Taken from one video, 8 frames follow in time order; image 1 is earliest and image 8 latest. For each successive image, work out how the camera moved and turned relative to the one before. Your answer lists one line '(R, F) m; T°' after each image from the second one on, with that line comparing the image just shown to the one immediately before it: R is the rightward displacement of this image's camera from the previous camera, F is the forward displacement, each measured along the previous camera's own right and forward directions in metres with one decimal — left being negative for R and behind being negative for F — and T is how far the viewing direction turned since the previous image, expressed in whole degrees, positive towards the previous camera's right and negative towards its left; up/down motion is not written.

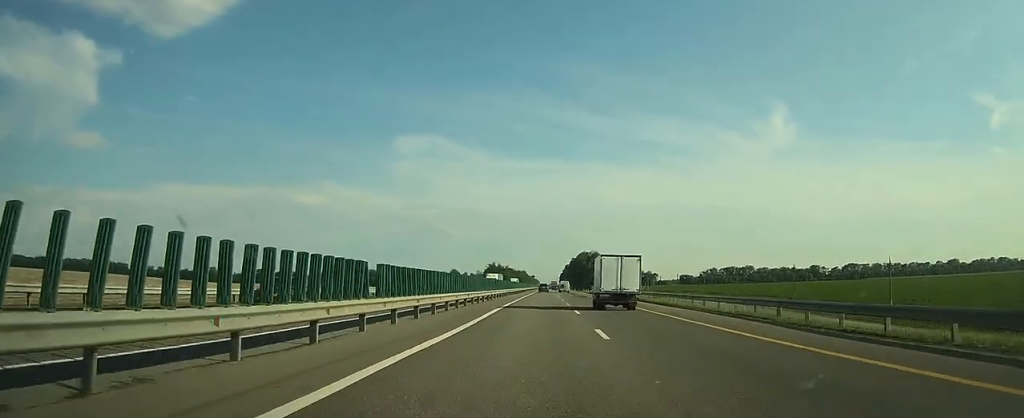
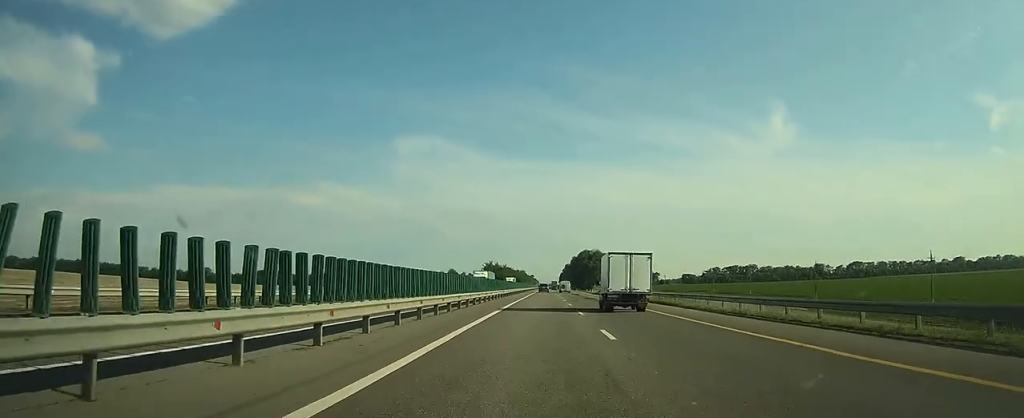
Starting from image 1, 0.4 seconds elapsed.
(0.0, +12.0) m; 0°
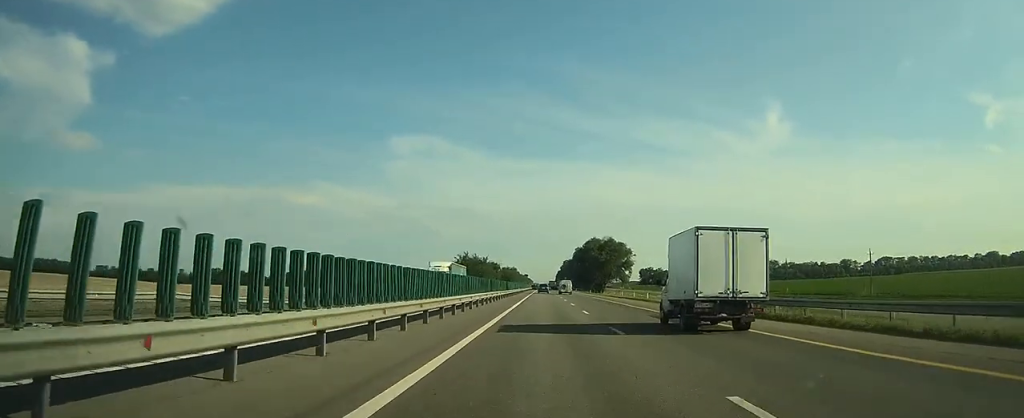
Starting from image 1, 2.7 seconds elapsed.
(+0.7, +69.6) m; +1°
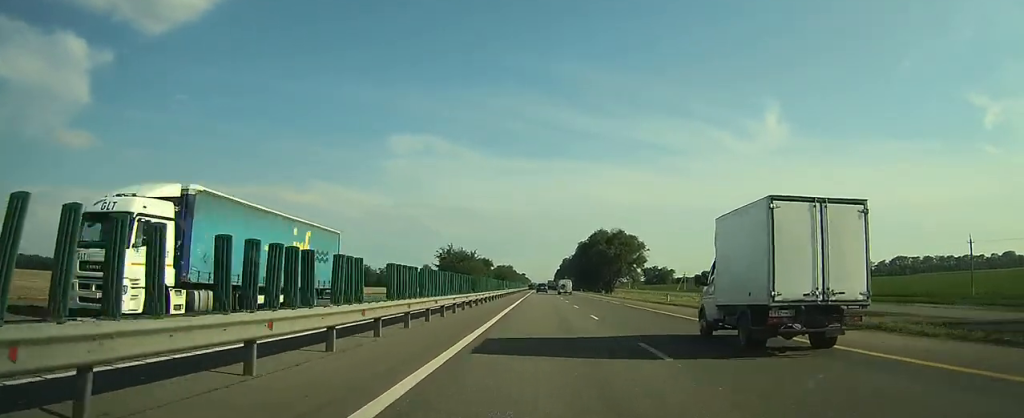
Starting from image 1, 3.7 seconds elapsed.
(0.0, +29.5) m; 0°
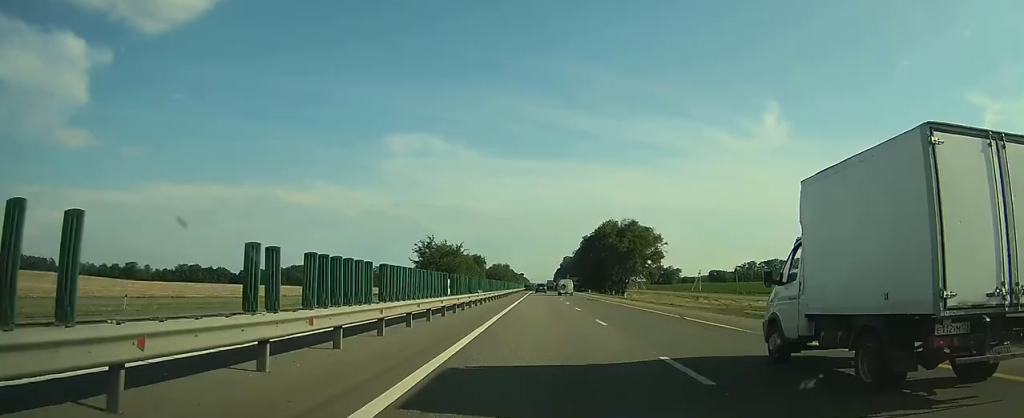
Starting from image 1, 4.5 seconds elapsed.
(+0.2, +26.5) m; 0°
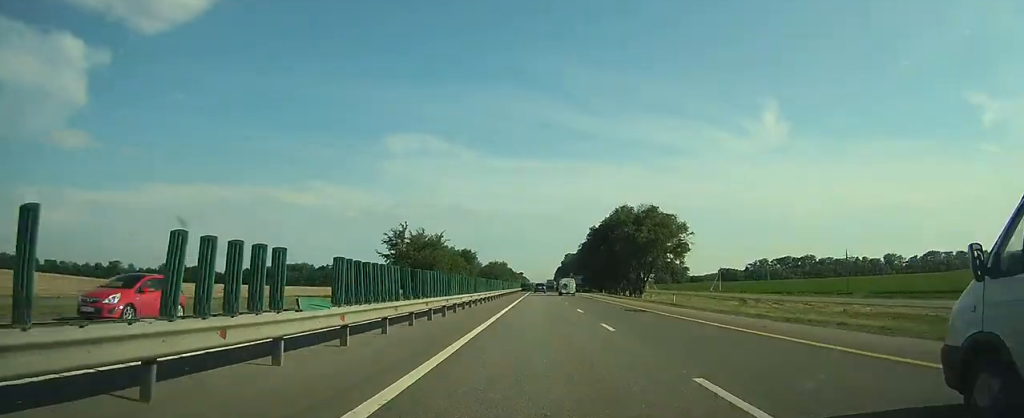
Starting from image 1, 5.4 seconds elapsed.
(0.0, +26.4) m; 0°
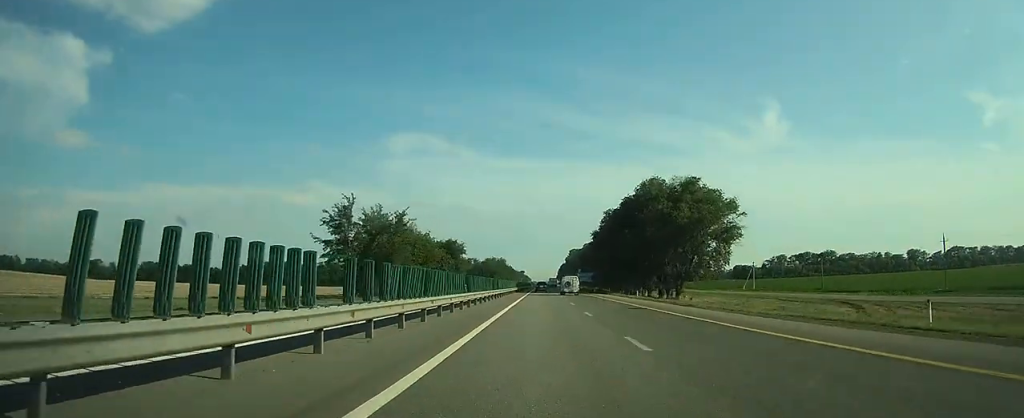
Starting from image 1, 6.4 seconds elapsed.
(-0.1, +31.5) m; 0°
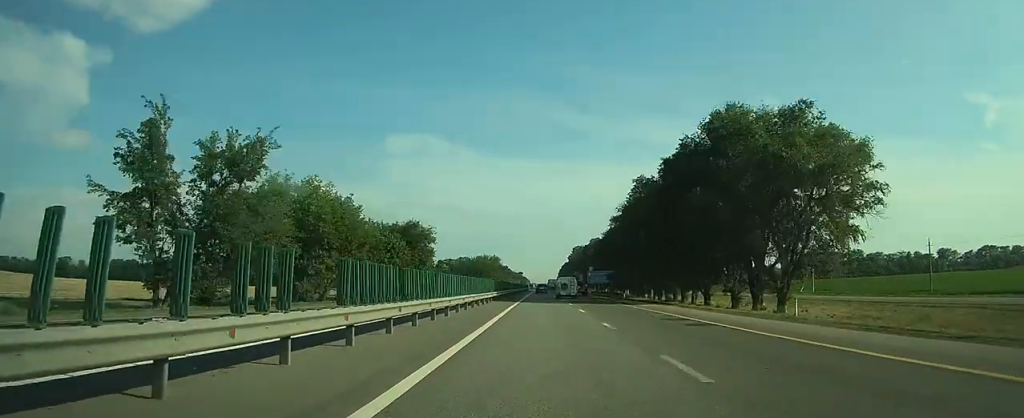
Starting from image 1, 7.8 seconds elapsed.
(0.0, +40.6) m; 0°
